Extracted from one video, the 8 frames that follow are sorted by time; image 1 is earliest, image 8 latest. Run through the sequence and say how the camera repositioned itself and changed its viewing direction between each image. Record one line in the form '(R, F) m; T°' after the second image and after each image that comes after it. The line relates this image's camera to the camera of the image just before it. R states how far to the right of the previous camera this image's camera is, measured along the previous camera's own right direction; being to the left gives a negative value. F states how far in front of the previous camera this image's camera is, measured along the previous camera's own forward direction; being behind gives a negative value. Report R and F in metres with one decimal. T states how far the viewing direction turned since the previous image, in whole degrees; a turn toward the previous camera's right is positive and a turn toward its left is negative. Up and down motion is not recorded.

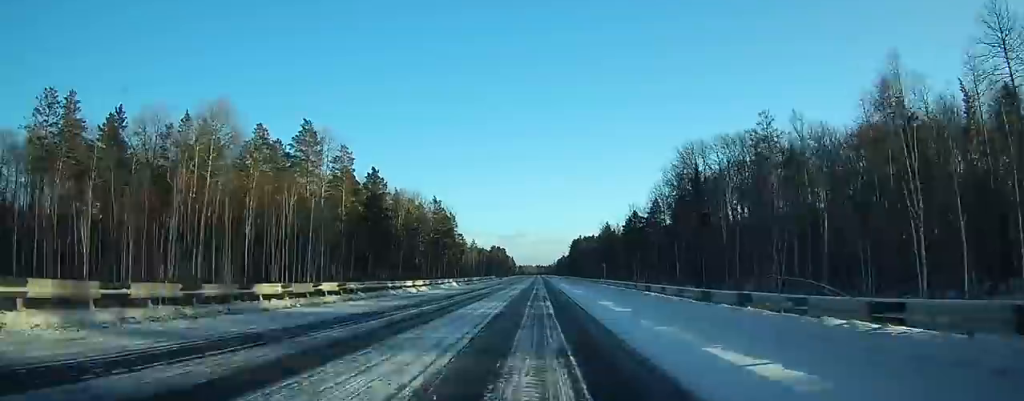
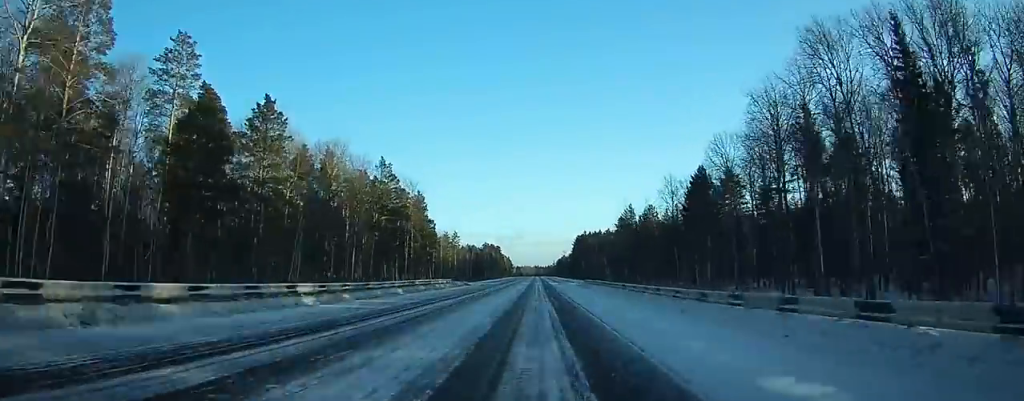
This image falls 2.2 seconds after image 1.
(+0.1, +56.6) m; 0°
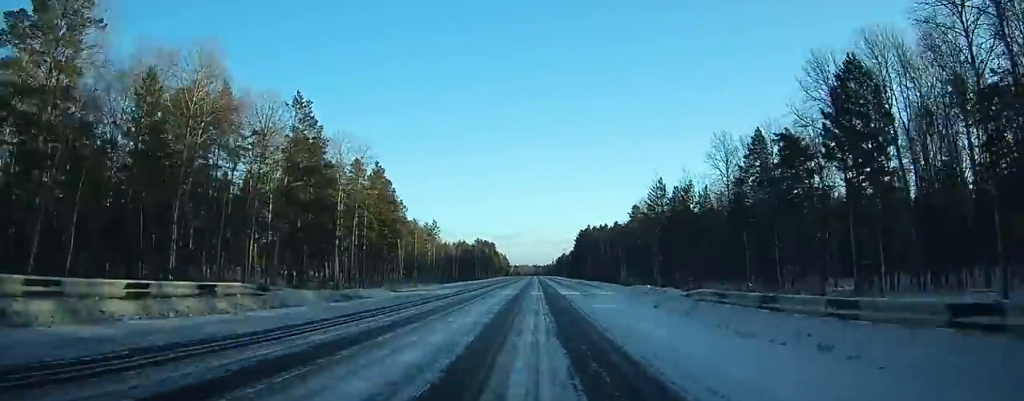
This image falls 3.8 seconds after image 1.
(0.0, +41.1) m; 0°
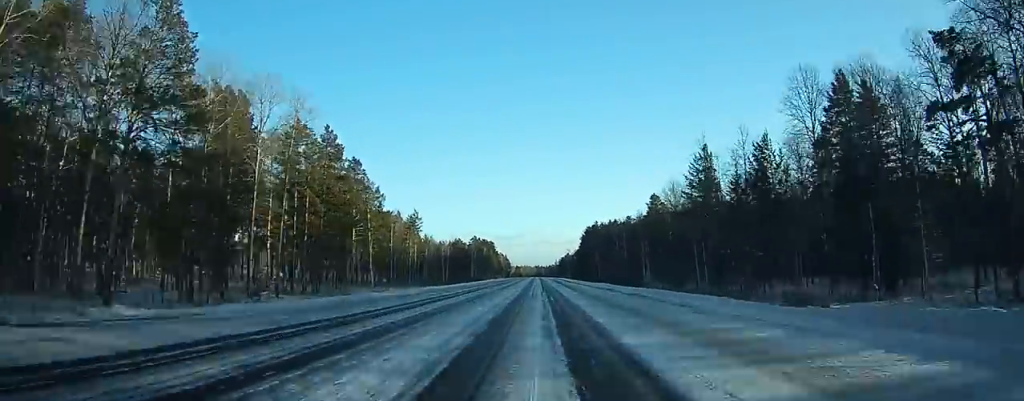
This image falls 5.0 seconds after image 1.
(-0.1, +30.8) m; 0°
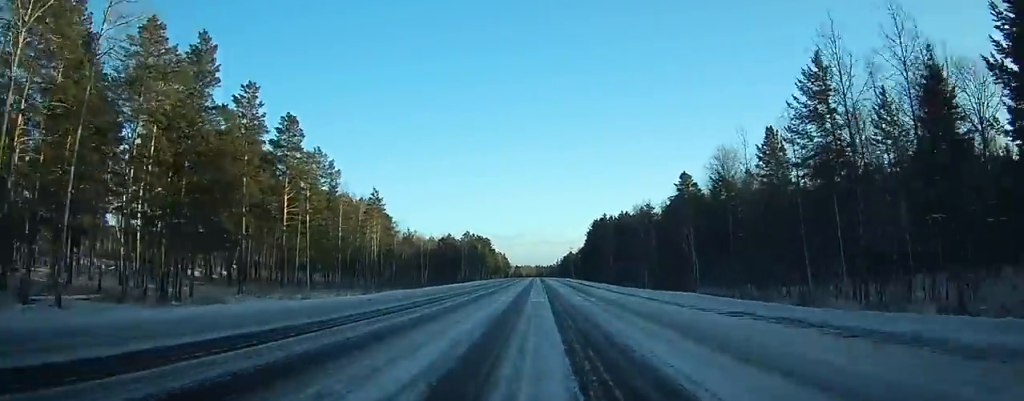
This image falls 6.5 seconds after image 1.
(-0.1, +37.5) m; 0°
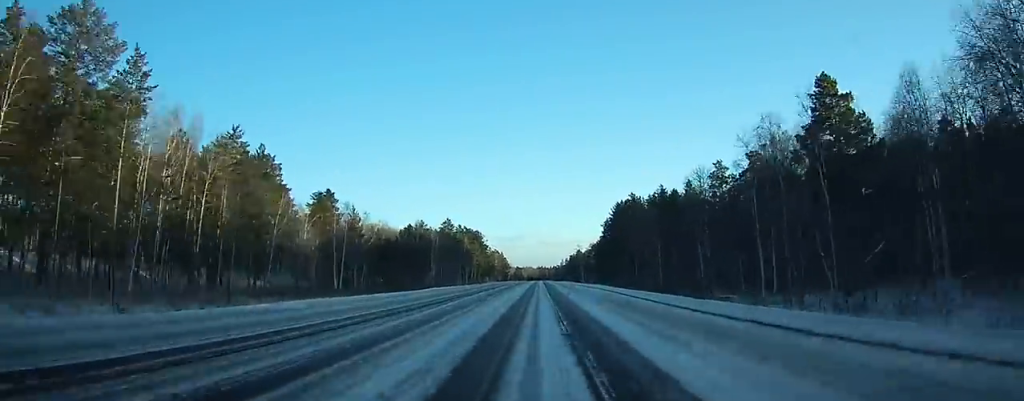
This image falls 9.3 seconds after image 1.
(-0.2, +72.7) m; 0°
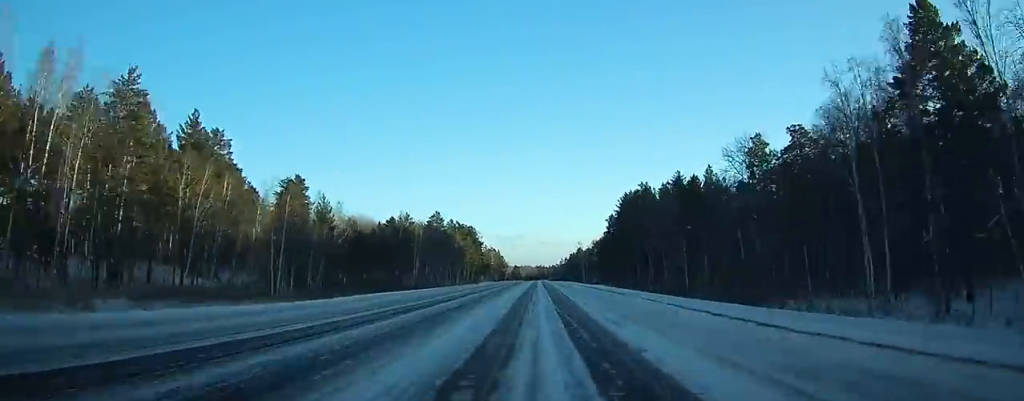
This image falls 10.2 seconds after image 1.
(0.0, +21.9) m; 0°
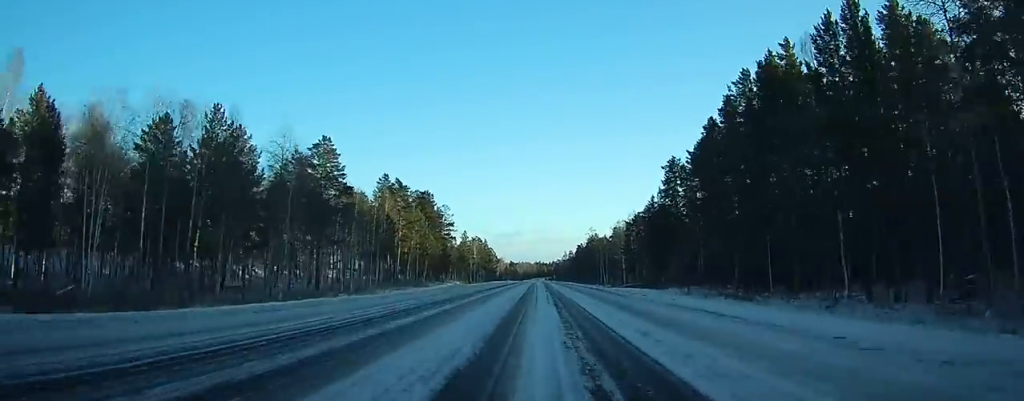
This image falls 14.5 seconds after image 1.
(+0.3, +109.1) m; 0°
